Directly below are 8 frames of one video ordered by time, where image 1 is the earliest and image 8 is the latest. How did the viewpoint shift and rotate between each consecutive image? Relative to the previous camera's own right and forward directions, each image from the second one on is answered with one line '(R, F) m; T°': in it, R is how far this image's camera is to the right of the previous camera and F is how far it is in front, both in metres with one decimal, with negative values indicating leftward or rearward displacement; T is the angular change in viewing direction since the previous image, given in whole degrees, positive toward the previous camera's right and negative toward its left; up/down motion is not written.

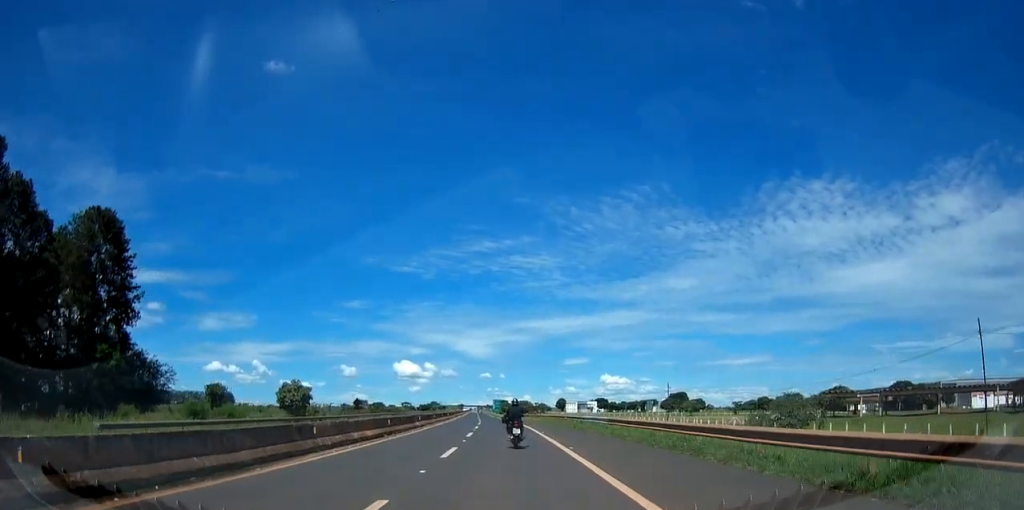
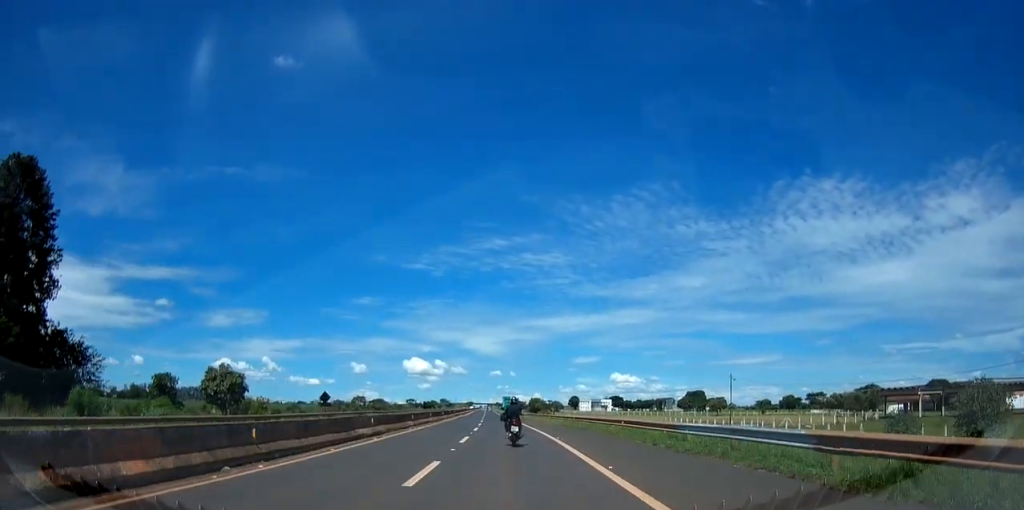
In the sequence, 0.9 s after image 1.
(-0.3, +18.6) m; -1°
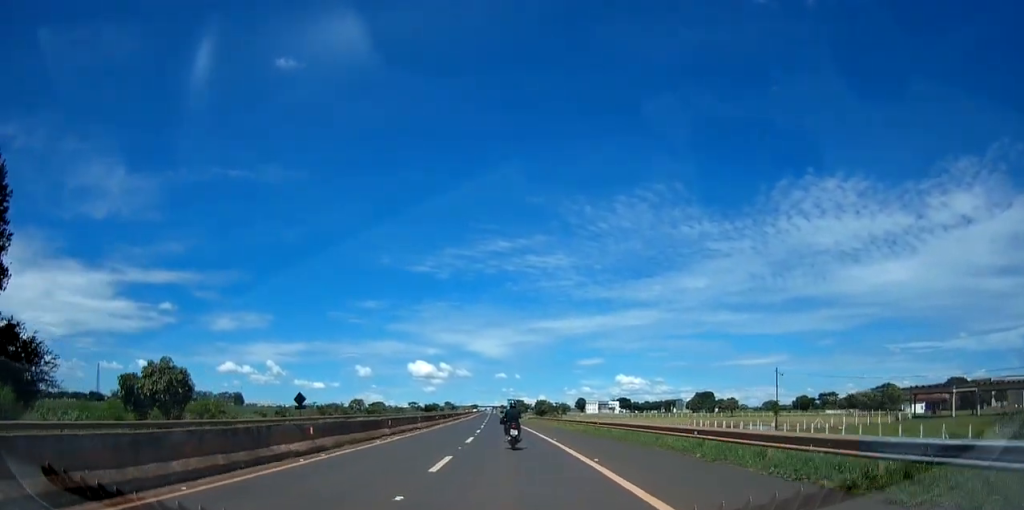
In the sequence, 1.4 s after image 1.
(0.0, +9.3) m; 0°
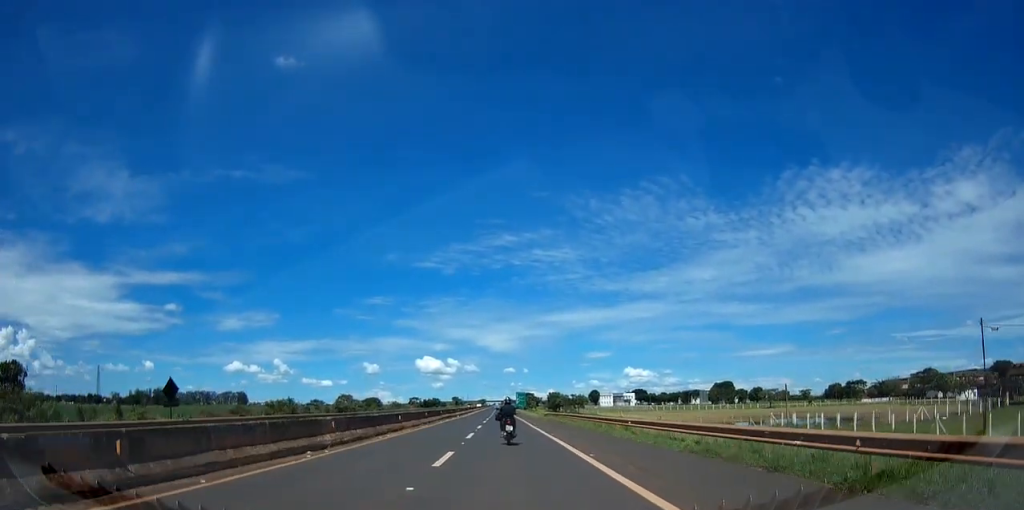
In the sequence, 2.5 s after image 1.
(-0.1, +23.7) m; -1°
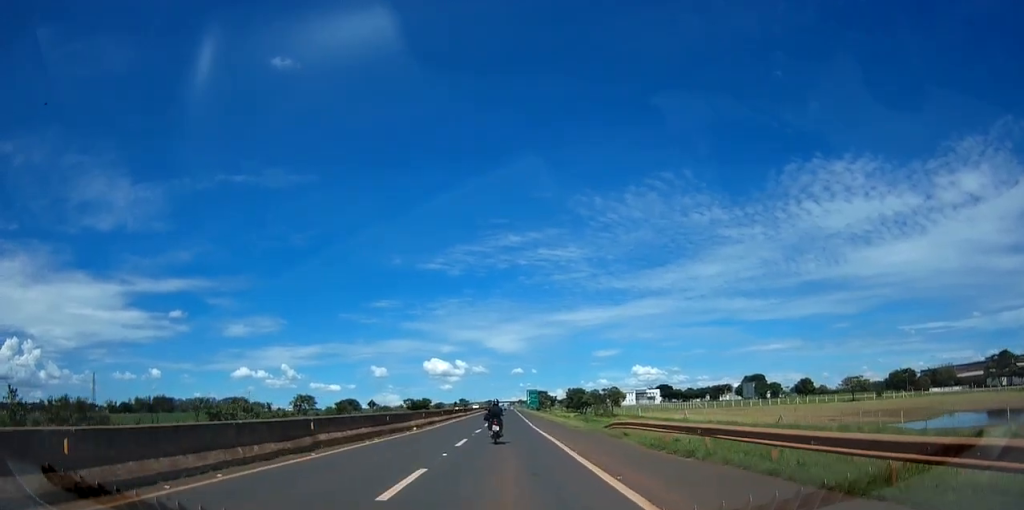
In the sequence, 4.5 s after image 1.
(-0.2, +40.8) m; 0°
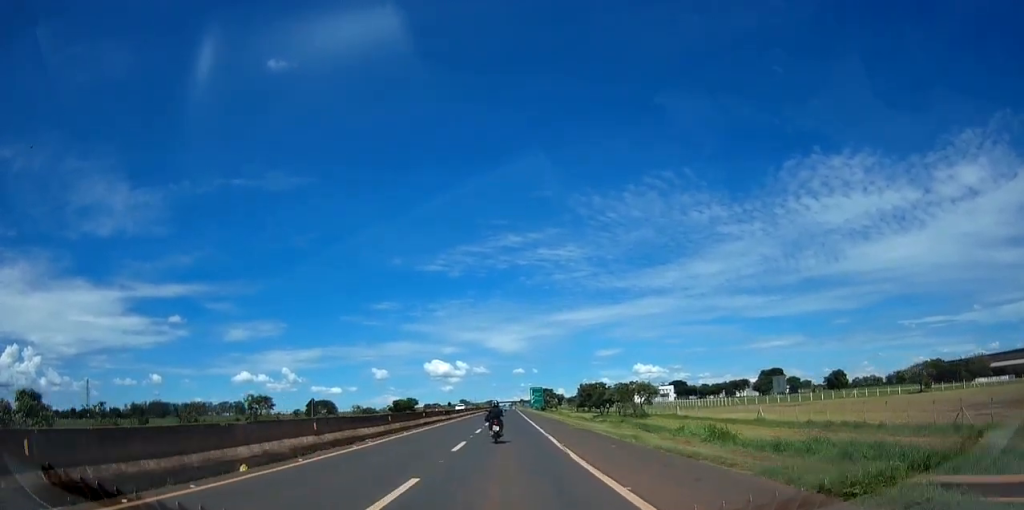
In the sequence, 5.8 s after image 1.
(+0.1, +25.4) m; 0°
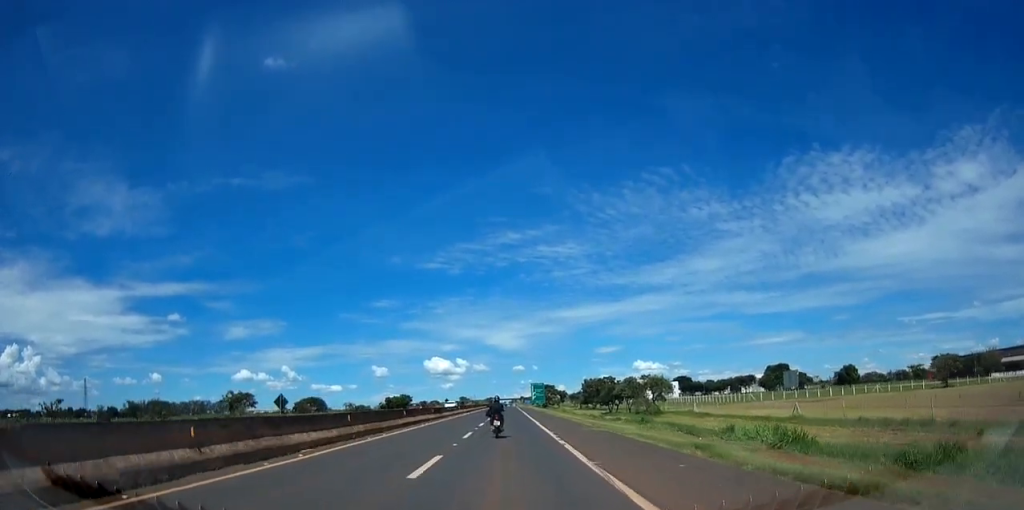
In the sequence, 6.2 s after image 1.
(+0.1, +8.1) m; -1°
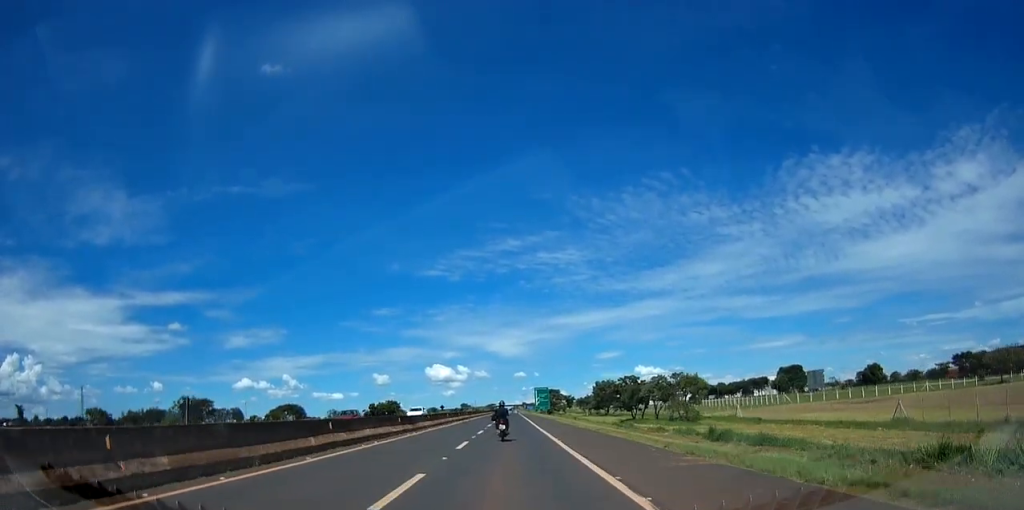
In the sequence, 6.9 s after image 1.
(-0.3, +15.5) m; 0°
